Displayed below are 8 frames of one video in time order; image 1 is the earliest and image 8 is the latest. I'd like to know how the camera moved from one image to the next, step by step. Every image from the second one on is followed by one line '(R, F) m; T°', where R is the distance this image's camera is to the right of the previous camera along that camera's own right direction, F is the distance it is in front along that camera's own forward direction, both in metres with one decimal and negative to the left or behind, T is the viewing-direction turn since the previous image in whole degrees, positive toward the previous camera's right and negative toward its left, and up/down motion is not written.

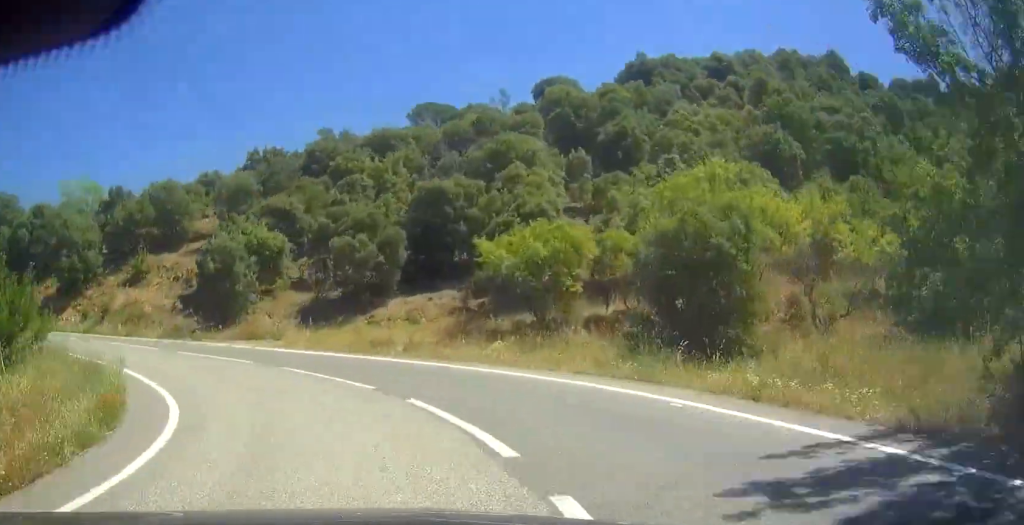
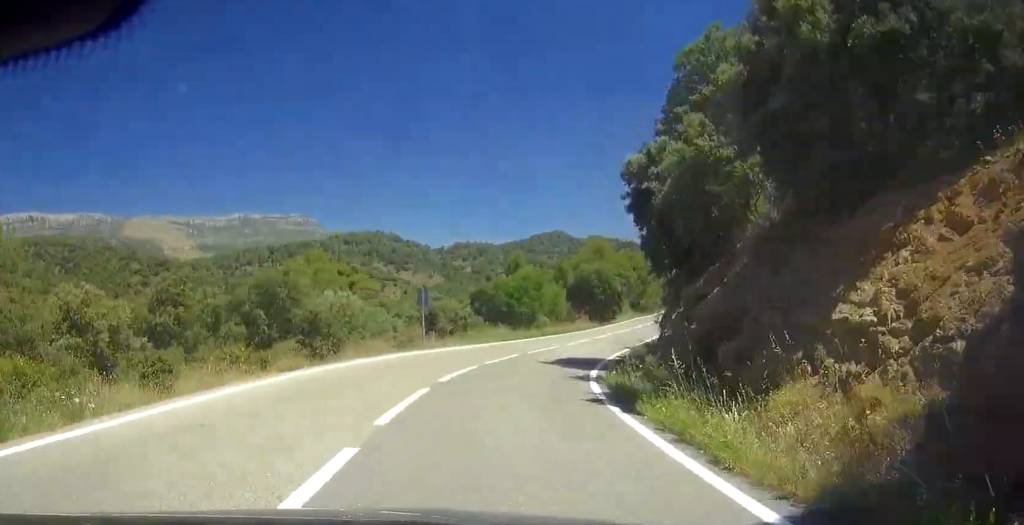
(-8.2, +47.3) m; -10°
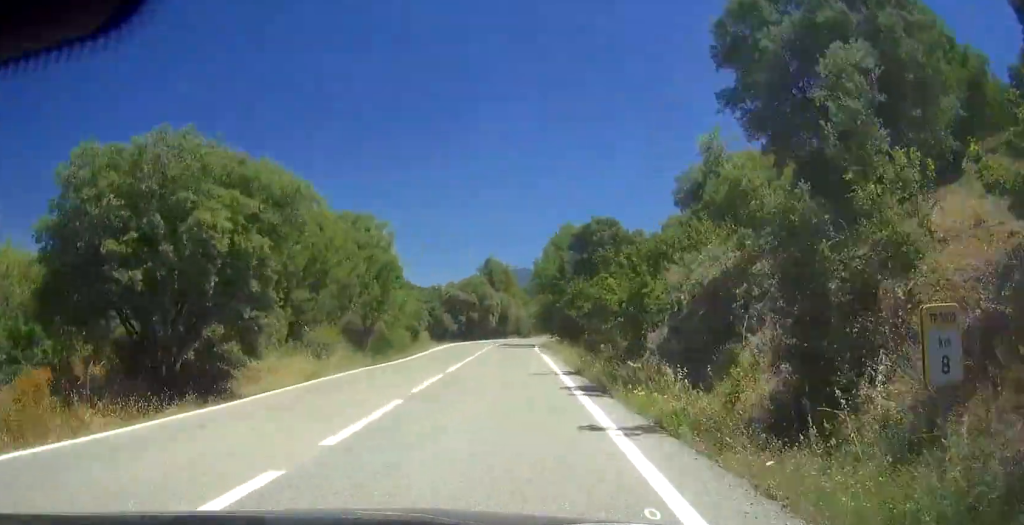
(+0.1, +53.3) m; +6°
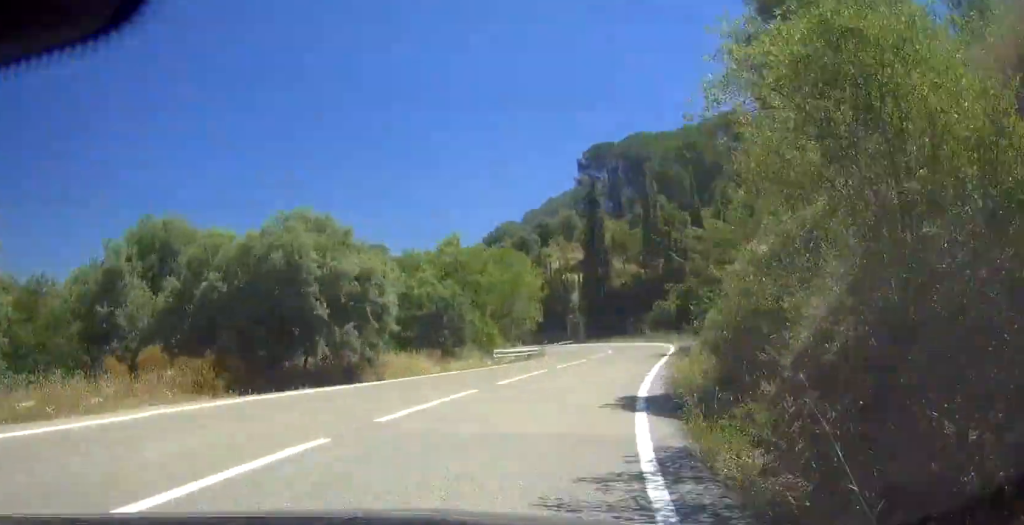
(+10.9, +69.1) m; +15°
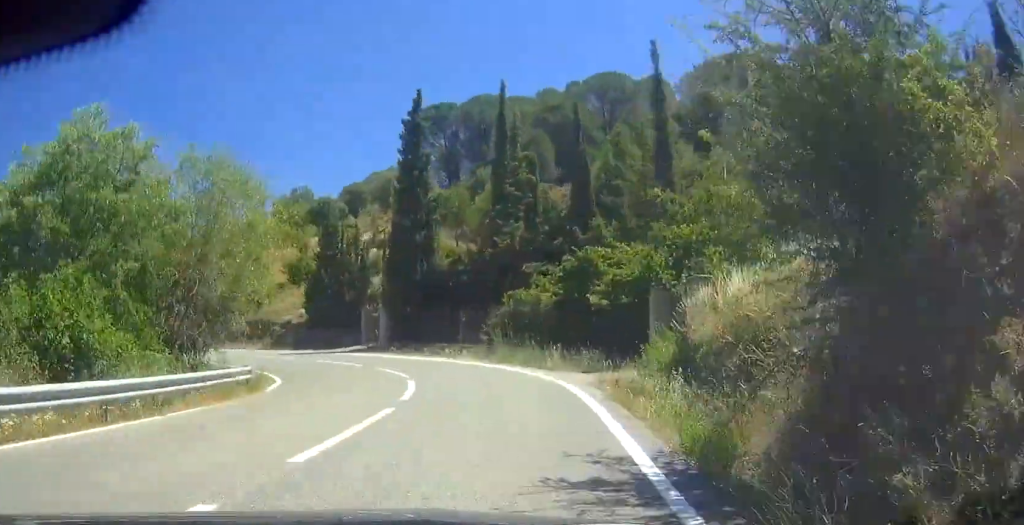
(+0.3, +25.5) m; -8°
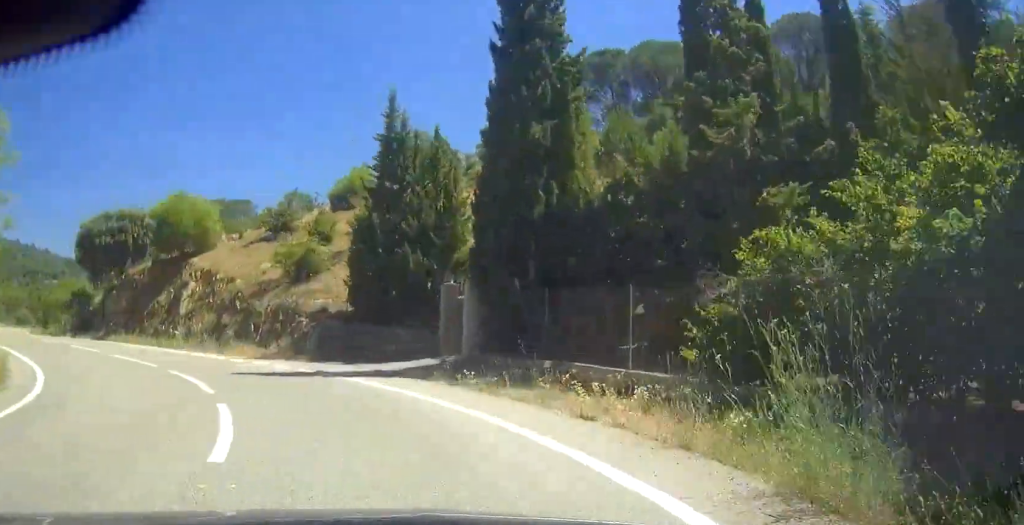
(+2.0, +25.0) m; -8°
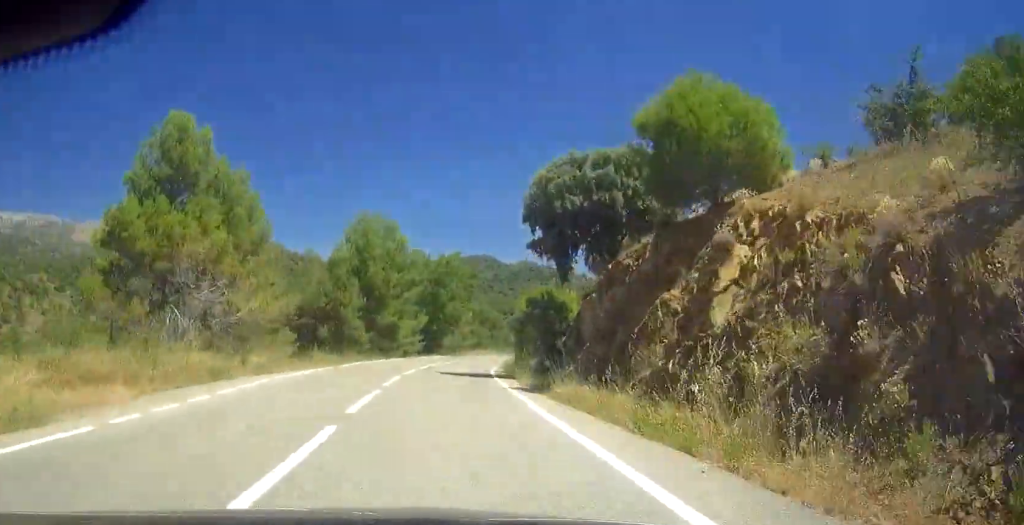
(-7.4, +29.1) m; -9°
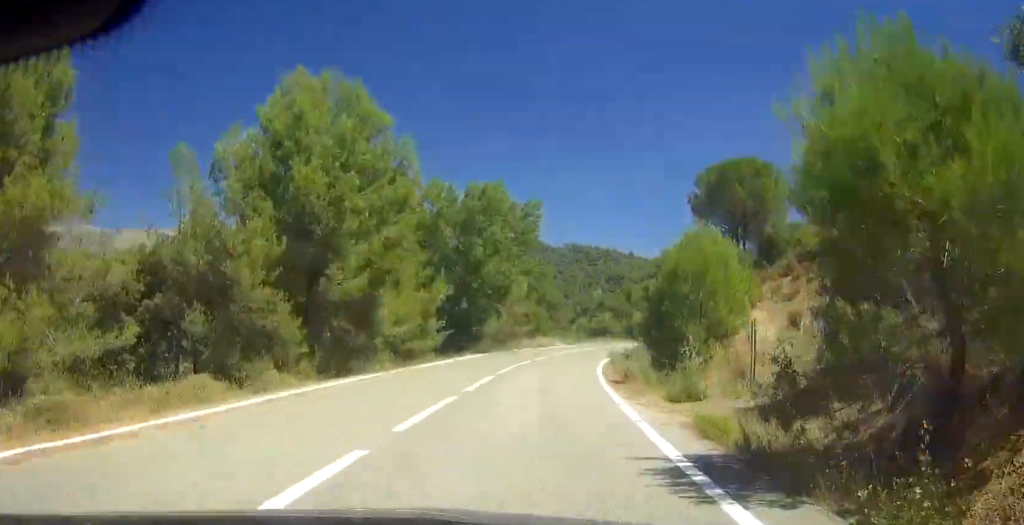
(-3.0, +33.8) m; -5°
